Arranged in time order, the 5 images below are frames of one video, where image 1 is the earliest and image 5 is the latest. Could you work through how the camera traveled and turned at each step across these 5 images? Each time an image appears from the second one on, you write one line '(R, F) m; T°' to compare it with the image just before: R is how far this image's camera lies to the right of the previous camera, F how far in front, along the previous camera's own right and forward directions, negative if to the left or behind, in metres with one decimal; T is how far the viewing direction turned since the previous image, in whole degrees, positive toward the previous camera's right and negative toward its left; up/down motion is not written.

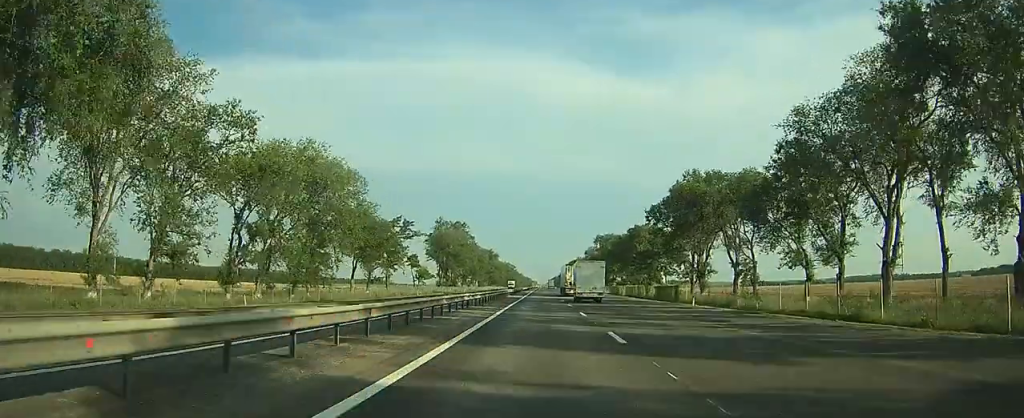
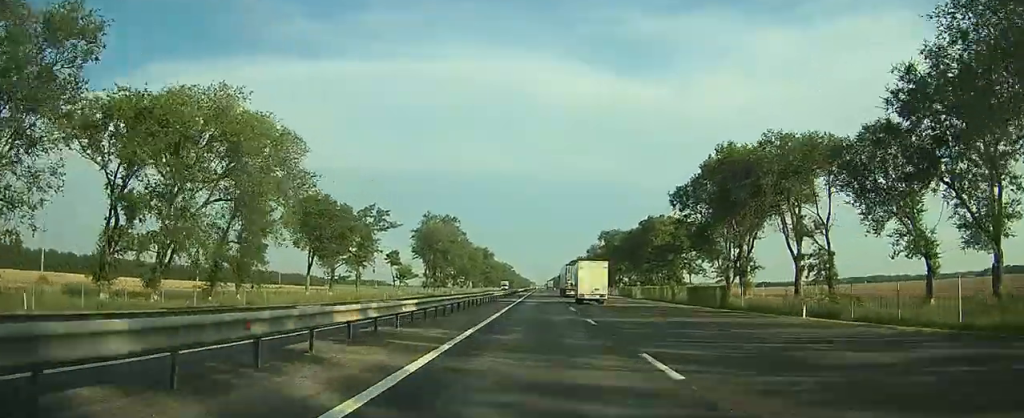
(-0.4, +17.0) m; 0°
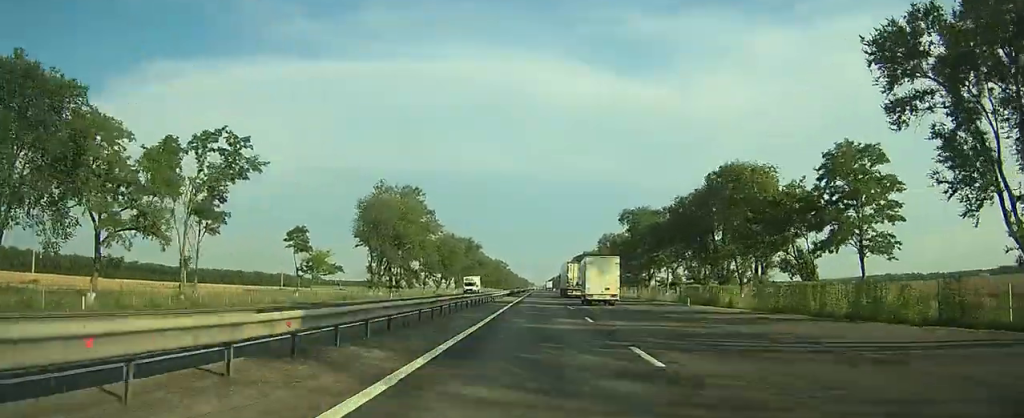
(+0.6, +46.3) m; +1°
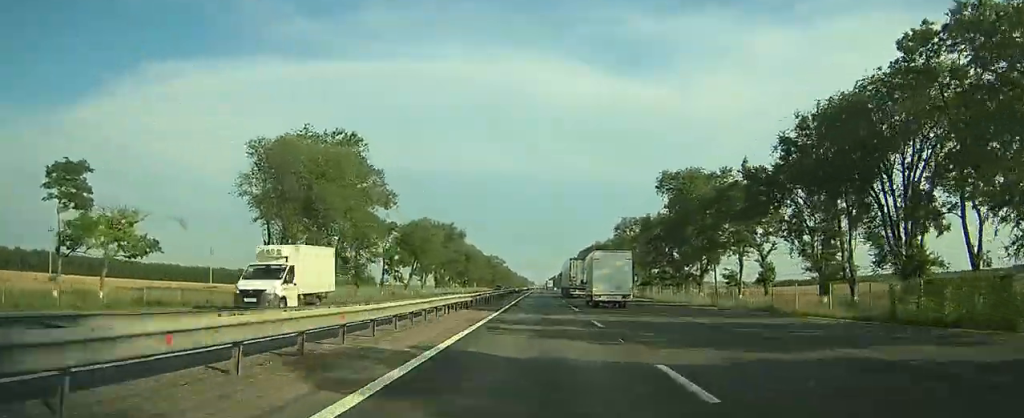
(-0.2, +38.5) m; 0°
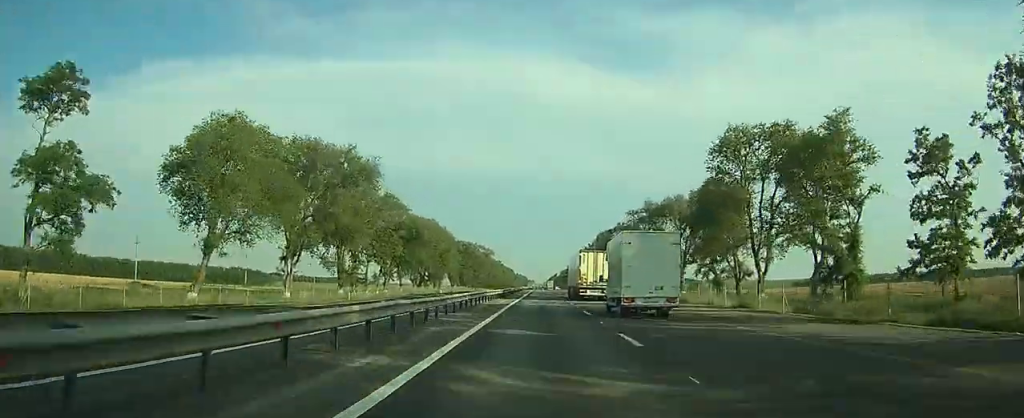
(+0.3, +76.9) m; 0°
